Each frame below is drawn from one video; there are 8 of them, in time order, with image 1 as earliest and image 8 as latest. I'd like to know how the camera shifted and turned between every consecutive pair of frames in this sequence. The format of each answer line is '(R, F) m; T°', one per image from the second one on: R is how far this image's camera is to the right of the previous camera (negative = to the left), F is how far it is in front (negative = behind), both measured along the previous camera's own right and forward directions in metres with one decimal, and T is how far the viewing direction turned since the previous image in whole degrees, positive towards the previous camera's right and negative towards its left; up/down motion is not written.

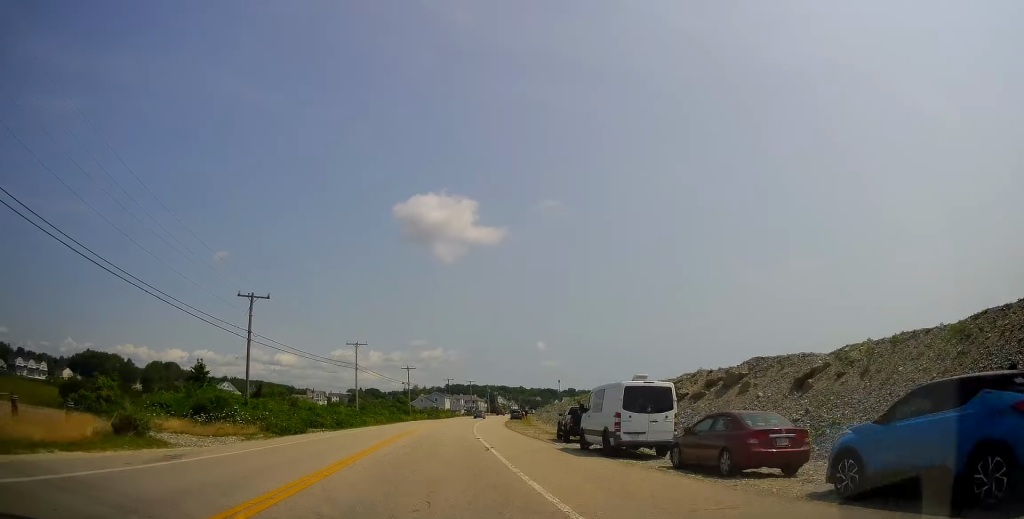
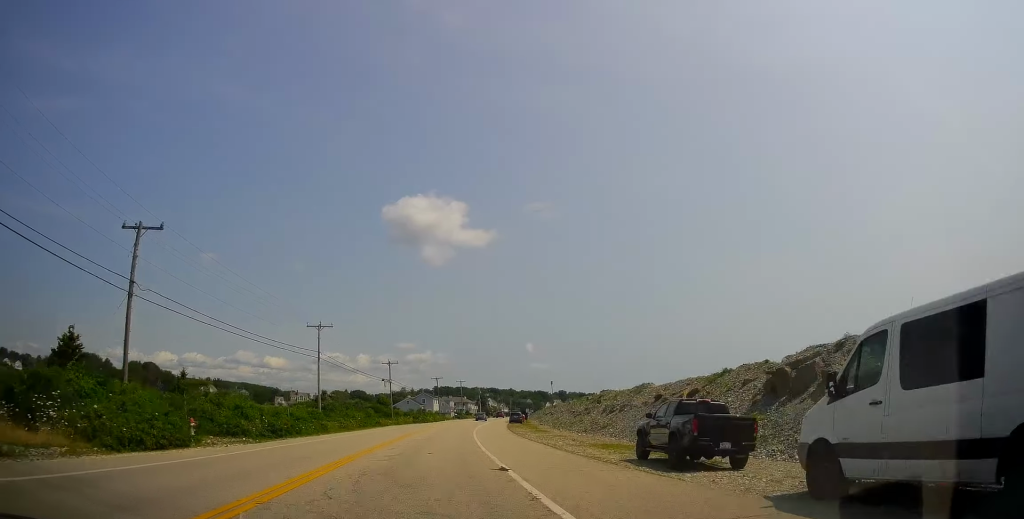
(0.0, +15.6) m; +2°
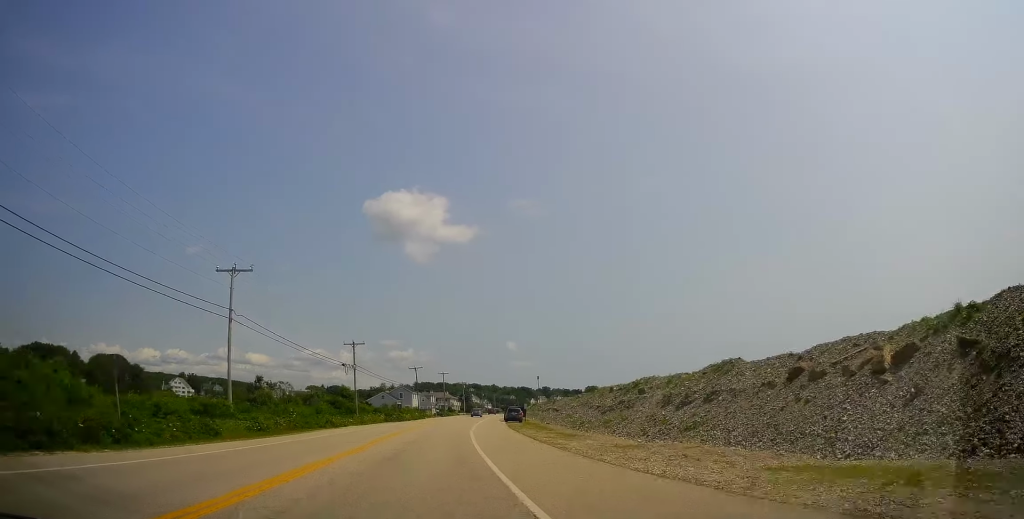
(+0.4, +19.6) m; +1°
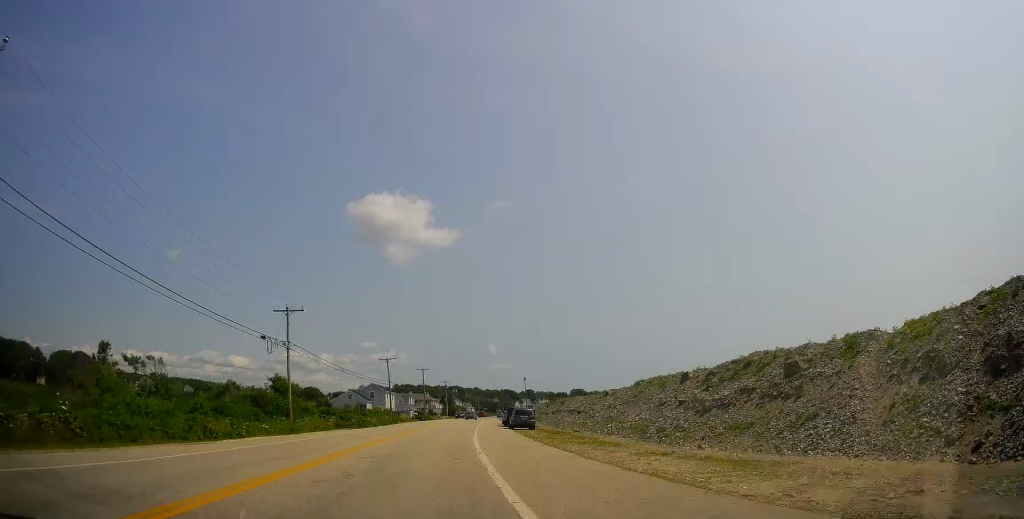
(+0.4, +22.7) m; +3°
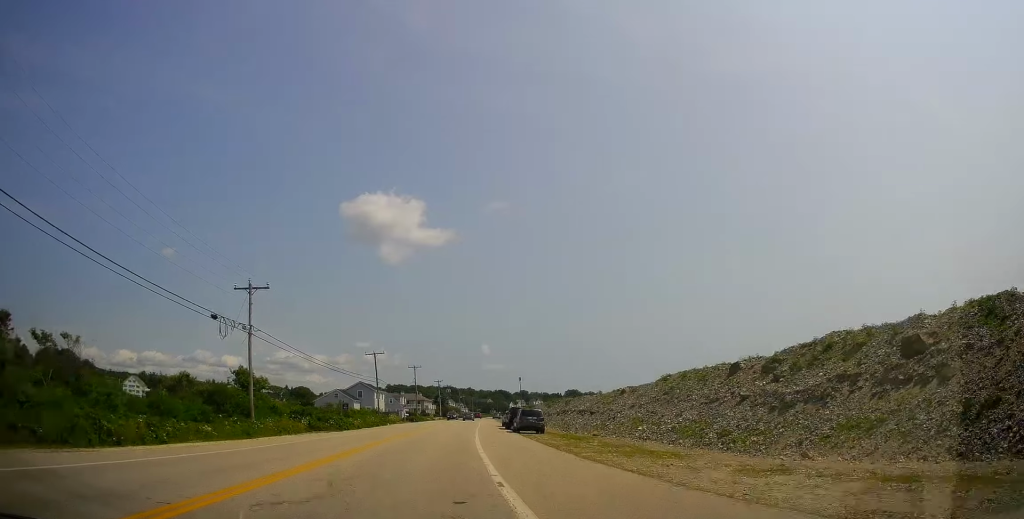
(+0.2, +7.7) m; +1°
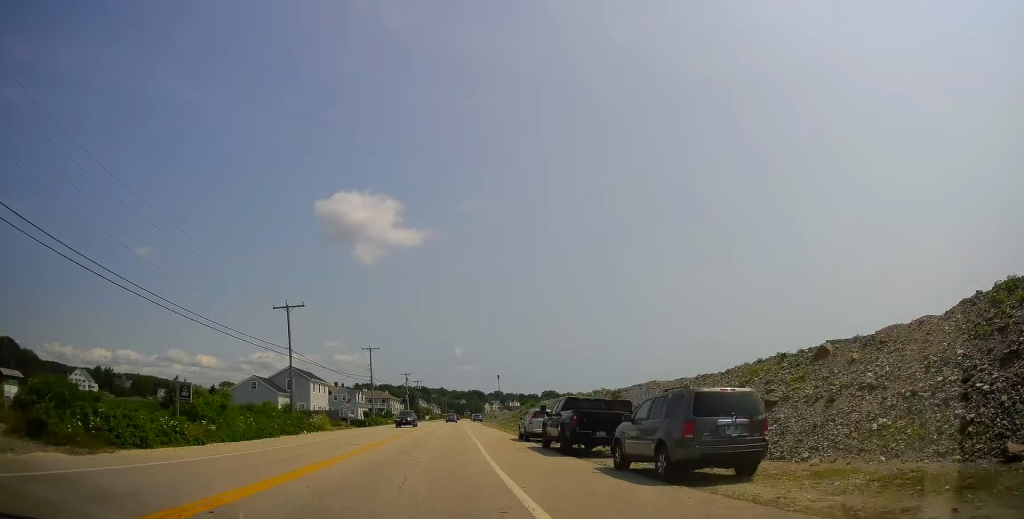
(-0.2, +32.4) m; -1°
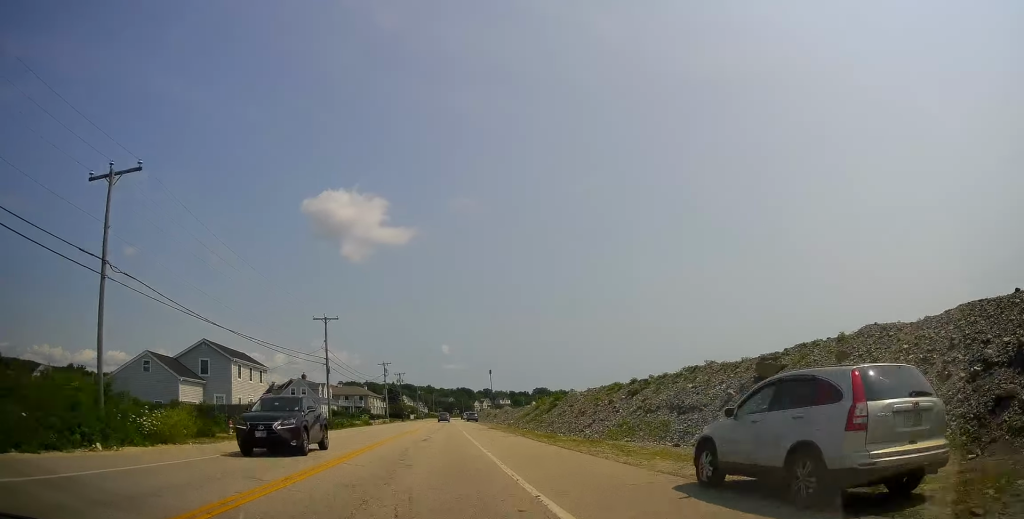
(+0.2, +23.7) m; +3°
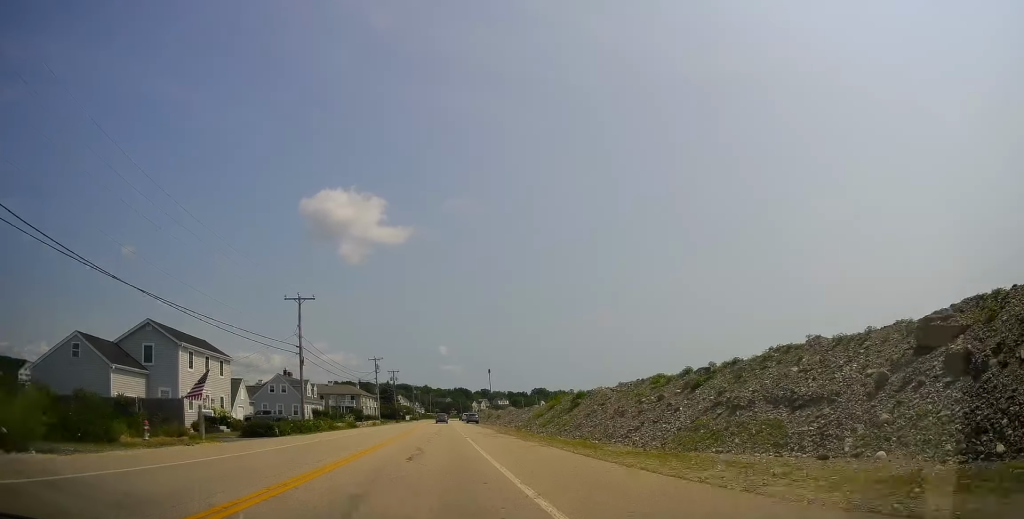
(+0.2, +9.6) m; 0°
